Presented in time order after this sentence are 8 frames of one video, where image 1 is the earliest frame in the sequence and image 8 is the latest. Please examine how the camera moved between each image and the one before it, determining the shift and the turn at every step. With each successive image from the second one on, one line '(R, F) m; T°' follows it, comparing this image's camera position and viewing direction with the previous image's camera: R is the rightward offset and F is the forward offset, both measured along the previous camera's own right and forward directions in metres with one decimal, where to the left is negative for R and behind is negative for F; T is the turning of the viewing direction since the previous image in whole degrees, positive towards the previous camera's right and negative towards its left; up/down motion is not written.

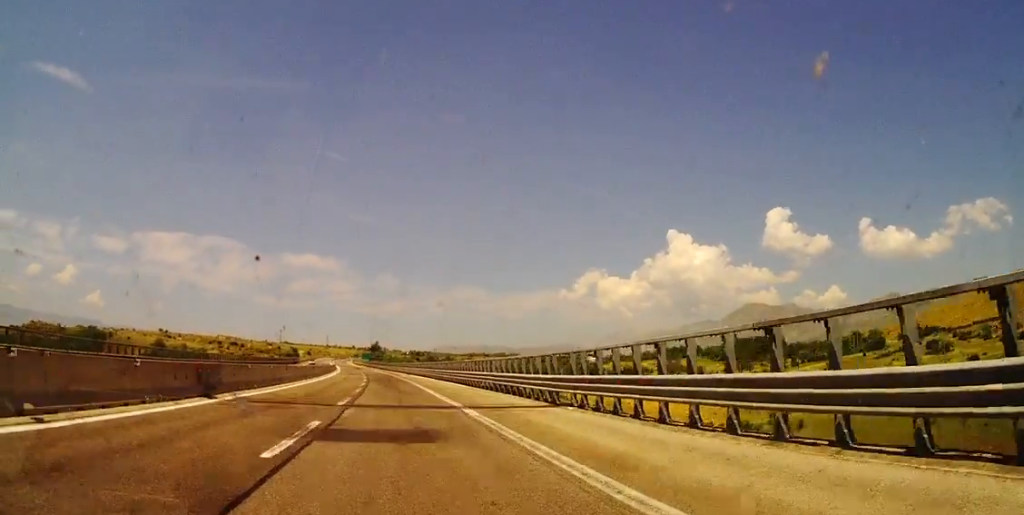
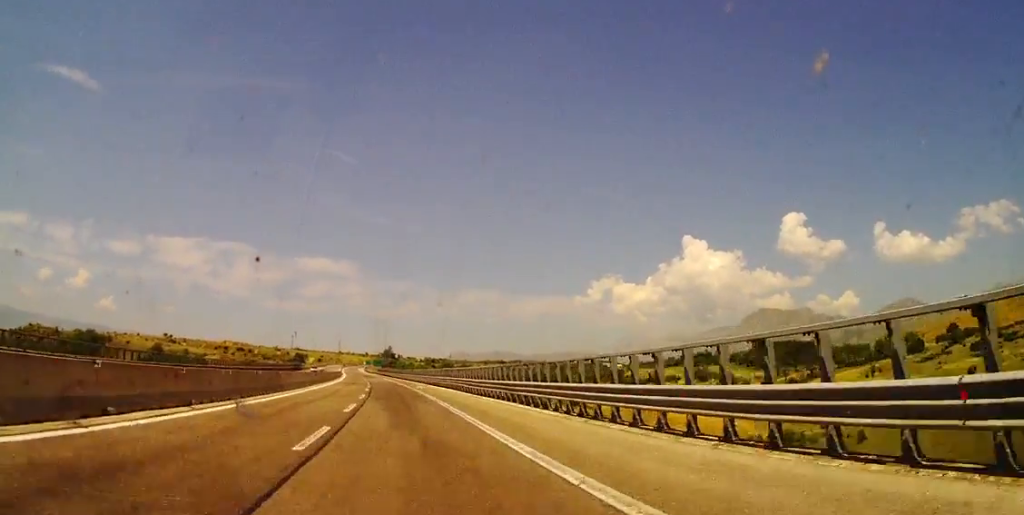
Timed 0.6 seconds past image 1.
(+0.1, +22.8) m; -1°
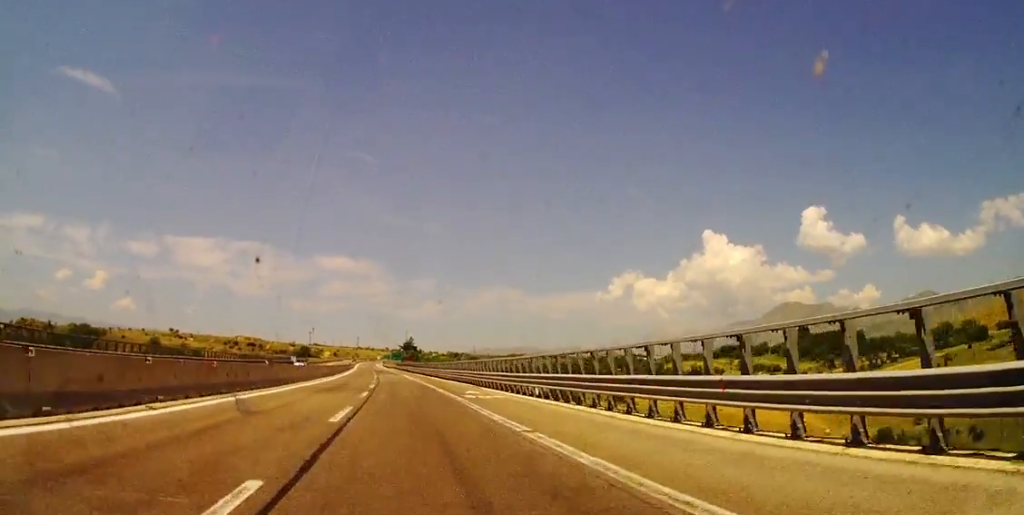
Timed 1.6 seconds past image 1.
(-1.0, +36.1) m; -2°
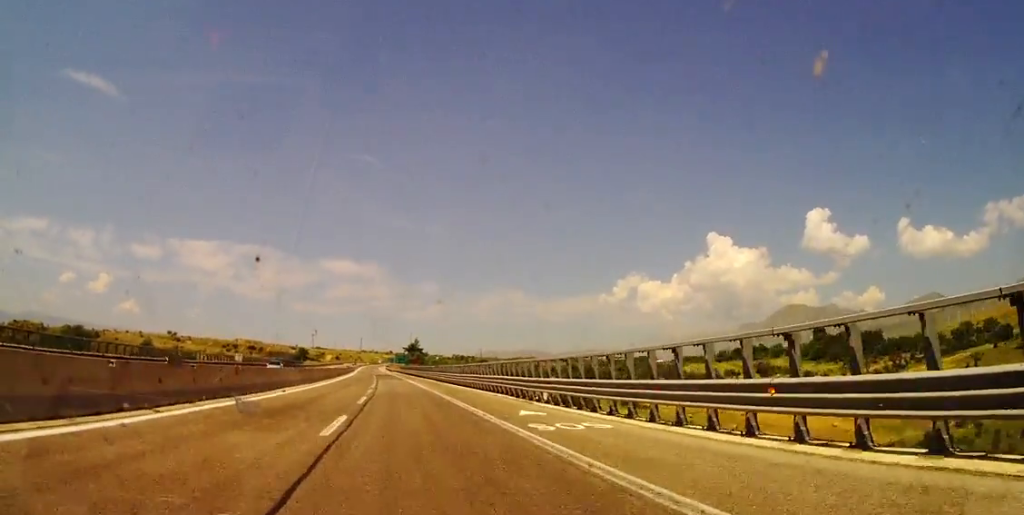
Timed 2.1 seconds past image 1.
(0.0, +15.4) m; 0°
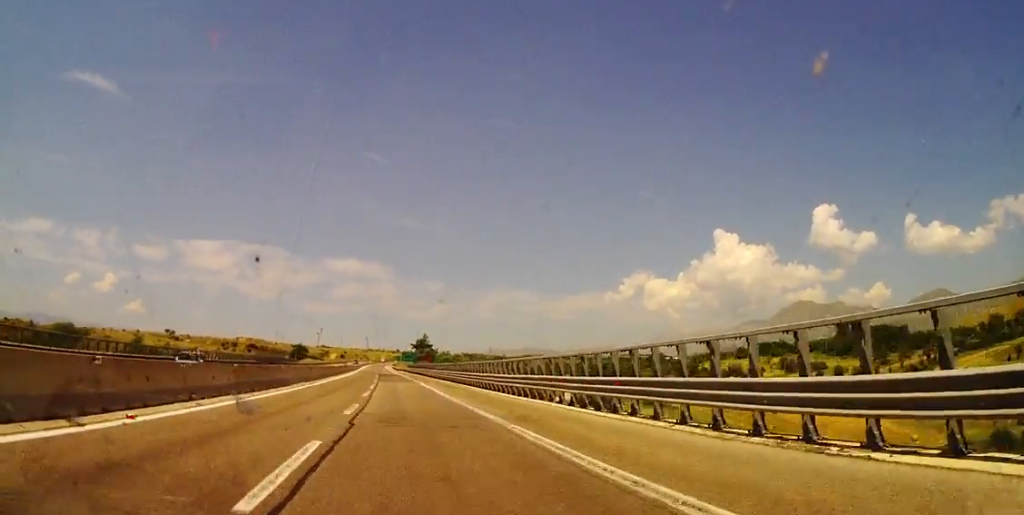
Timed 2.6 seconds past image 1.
(+0.1, +20.2) m; -1°
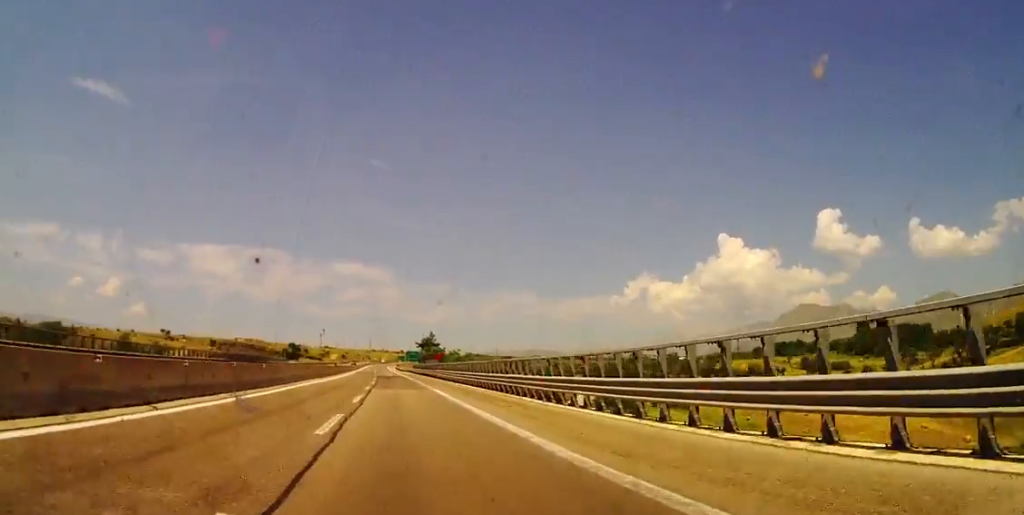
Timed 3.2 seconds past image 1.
(-0.2, +18.9) m; -1°
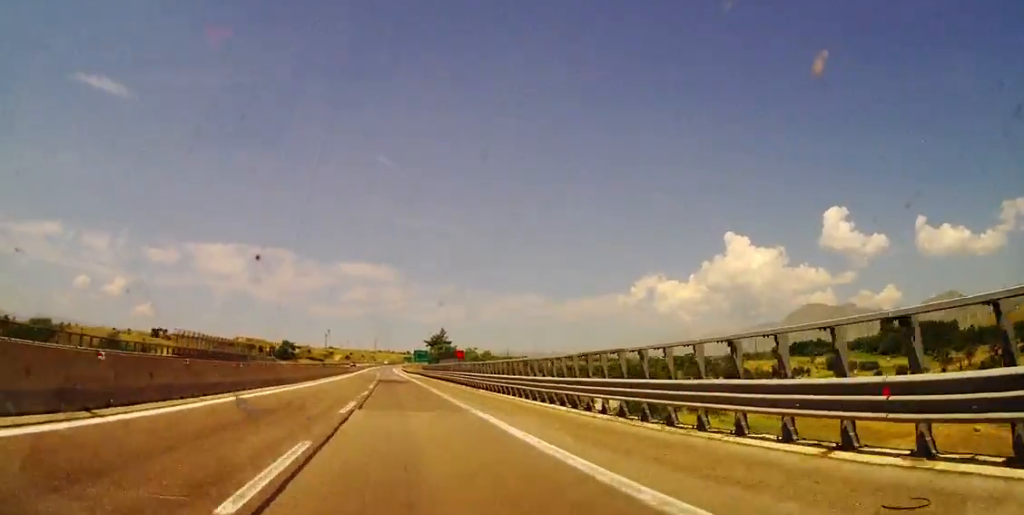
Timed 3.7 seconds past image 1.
(-0.1, +19.1) m; -1°
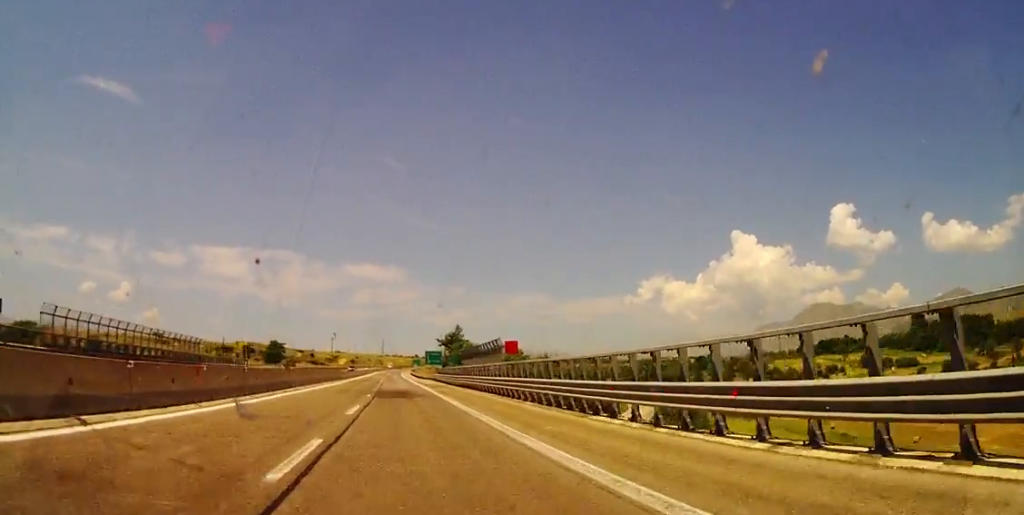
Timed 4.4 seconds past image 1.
(-0.6, +24.4) m; -1°
